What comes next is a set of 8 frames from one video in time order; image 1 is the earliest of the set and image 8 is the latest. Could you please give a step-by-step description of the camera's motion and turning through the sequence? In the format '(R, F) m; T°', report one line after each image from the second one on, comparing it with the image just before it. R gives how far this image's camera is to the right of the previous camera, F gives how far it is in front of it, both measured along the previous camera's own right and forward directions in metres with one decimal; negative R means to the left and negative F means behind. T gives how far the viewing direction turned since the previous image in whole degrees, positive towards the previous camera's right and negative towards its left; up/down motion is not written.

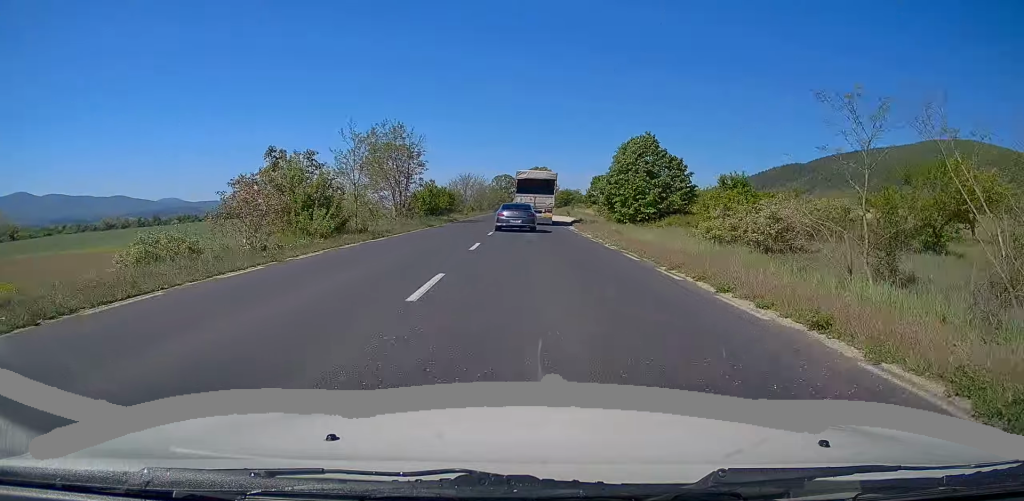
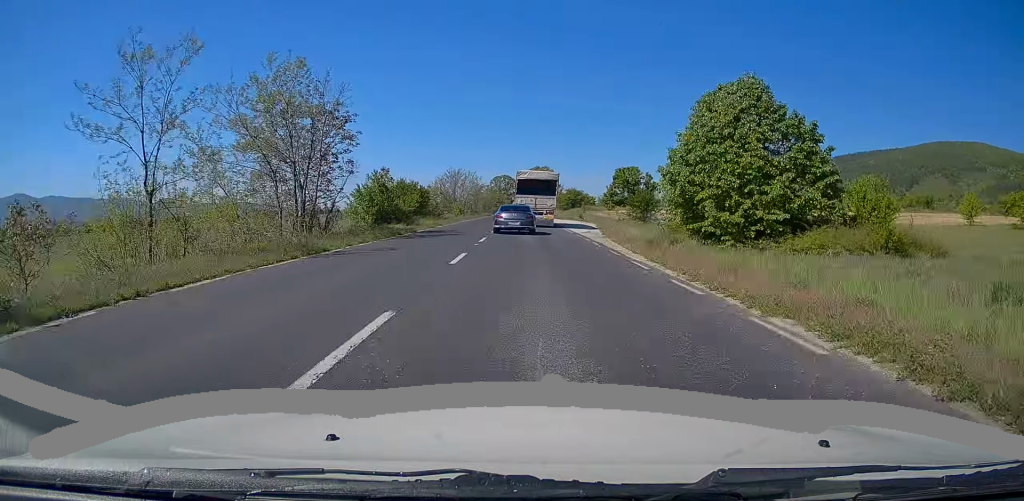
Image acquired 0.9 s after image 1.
(-0.1, +21.4) m; 0°
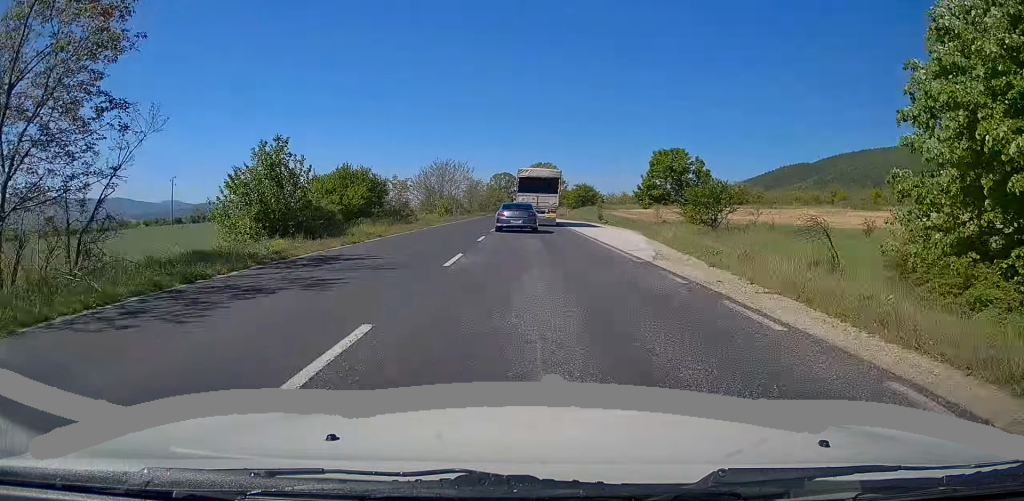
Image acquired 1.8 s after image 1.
(0.0, +18.7) m; -1°
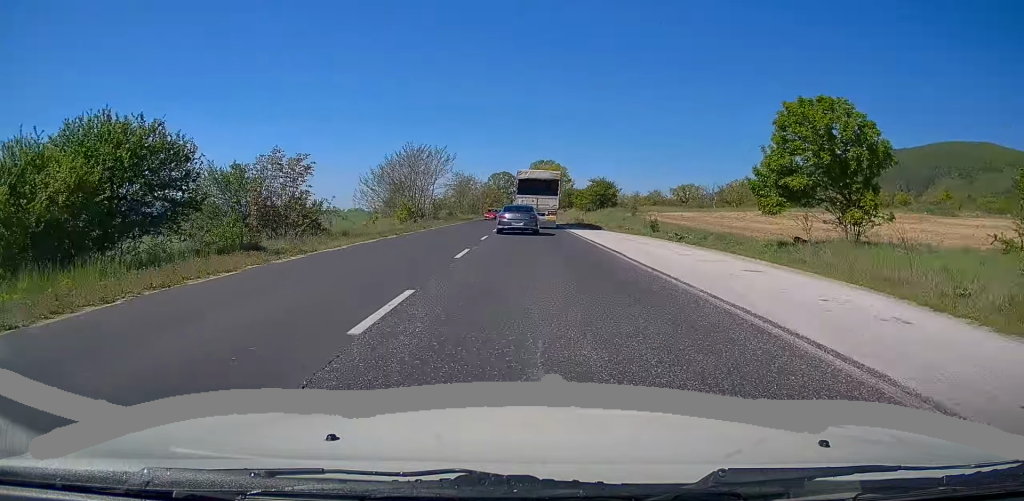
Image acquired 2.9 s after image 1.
(-0.2, +24.2) m; 0°
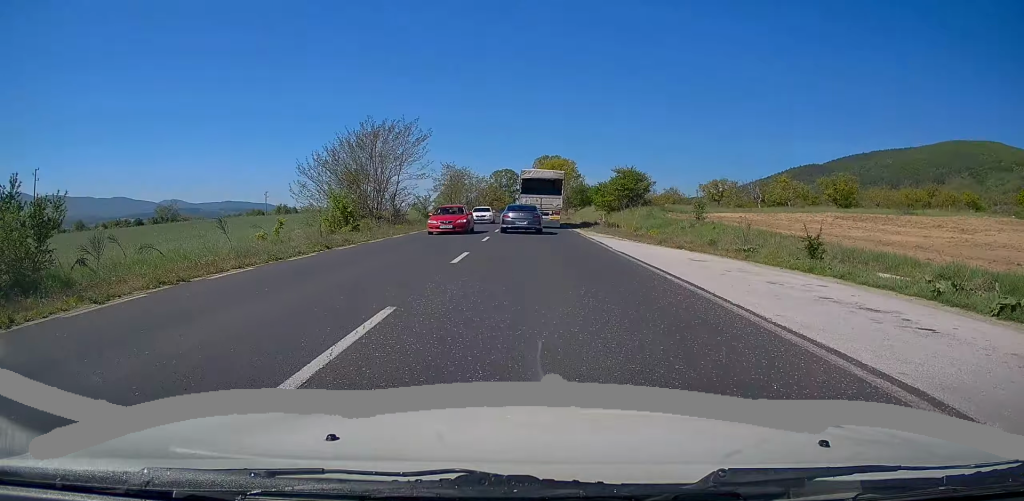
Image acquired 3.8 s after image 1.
(+0.1, +19.2) m; 0°
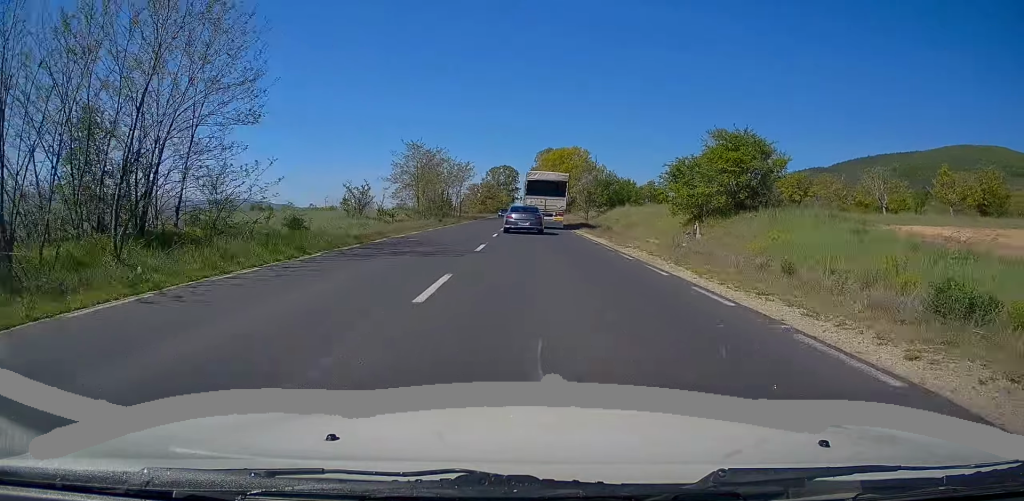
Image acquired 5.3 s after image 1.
(+0.1, +31.8) m; +1°
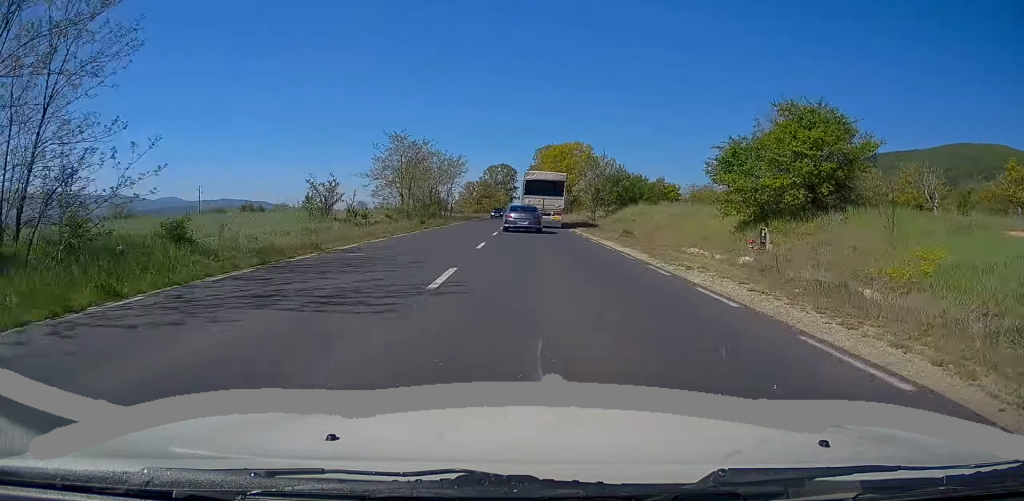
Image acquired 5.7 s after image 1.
(+0.1, +8.1) m; 0°
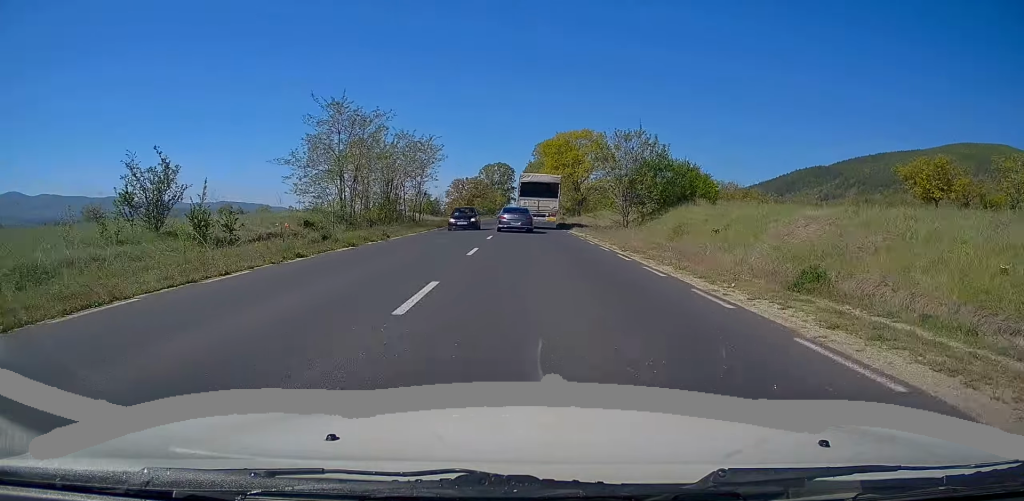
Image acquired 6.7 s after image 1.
(0.0, +19.5) m; -1°
